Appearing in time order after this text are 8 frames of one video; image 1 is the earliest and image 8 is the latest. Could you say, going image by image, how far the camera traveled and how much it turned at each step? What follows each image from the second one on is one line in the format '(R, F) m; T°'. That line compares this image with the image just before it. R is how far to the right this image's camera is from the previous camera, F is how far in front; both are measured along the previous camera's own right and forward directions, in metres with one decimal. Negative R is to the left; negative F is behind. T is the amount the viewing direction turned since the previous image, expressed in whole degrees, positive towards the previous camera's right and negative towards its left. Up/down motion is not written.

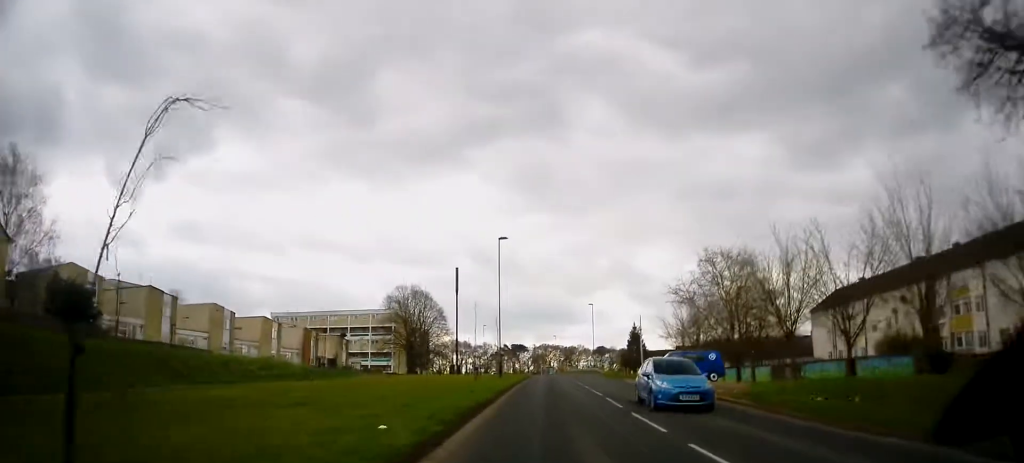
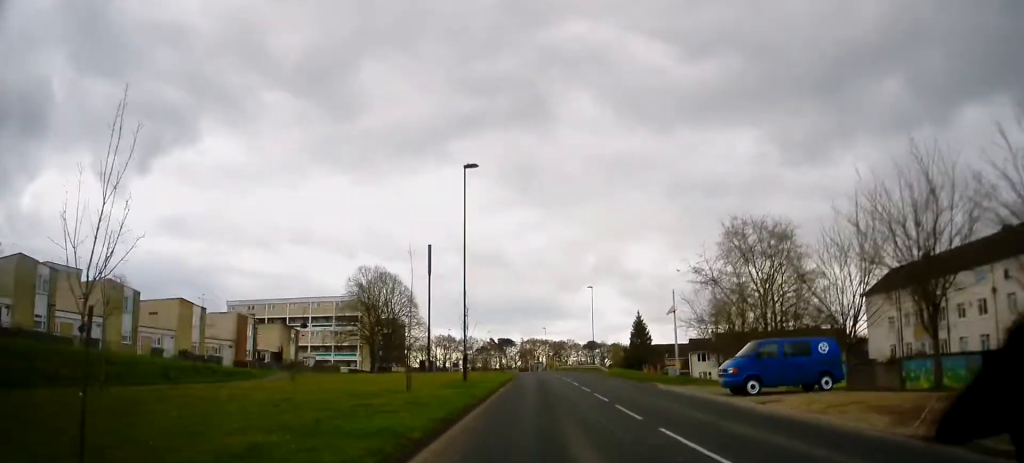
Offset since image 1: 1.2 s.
(+0.1, +16.2) m; +1°
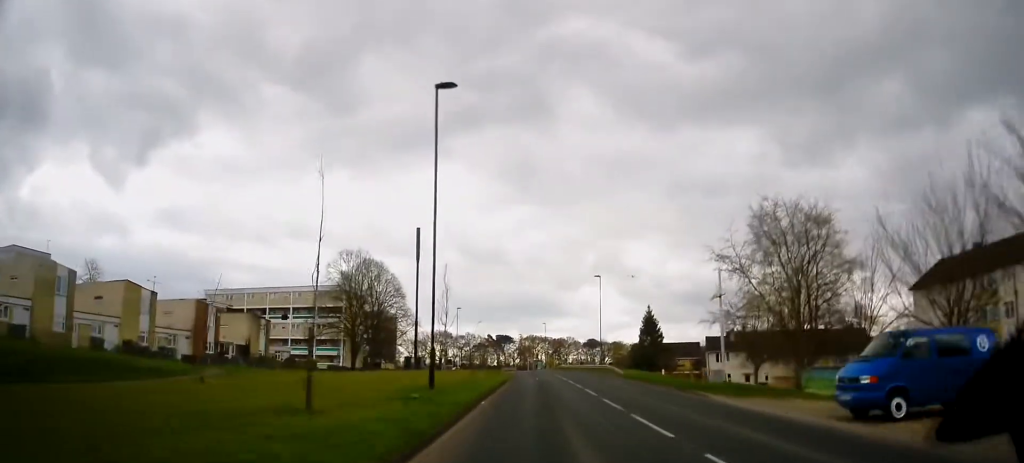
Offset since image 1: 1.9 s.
(+0.1, +8.8) m; +1°
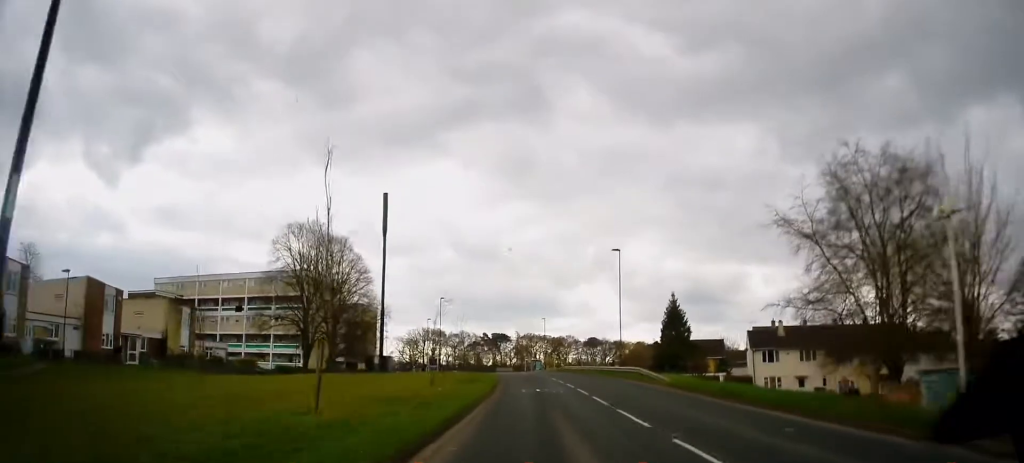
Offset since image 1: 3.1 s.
(+0.1, +16.3) m; +2°
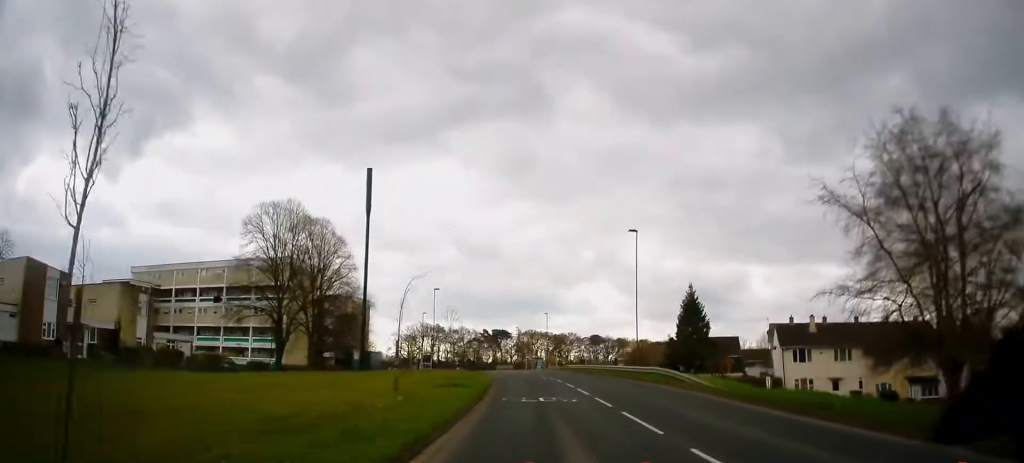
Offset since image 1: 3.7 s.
(+0.1, +7.1) m; 0°
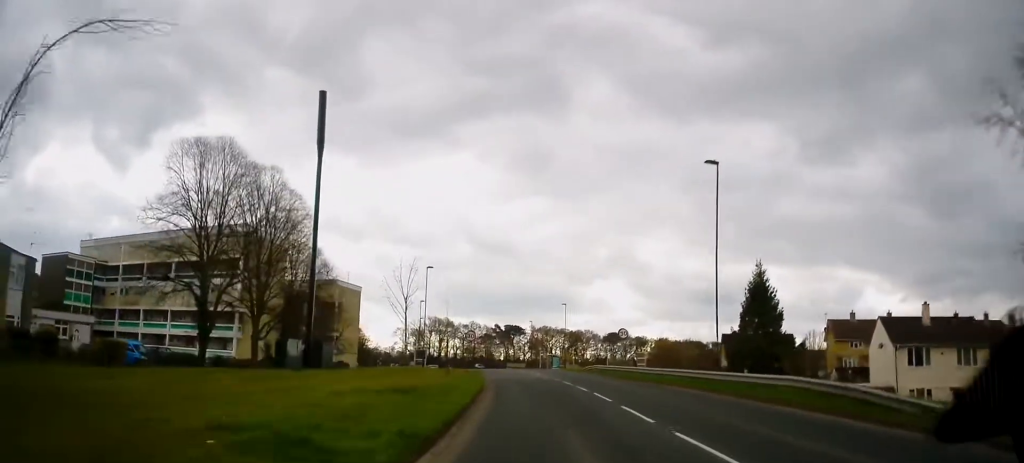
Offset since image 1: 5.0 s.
(-0.2, +15.8) m; -3°
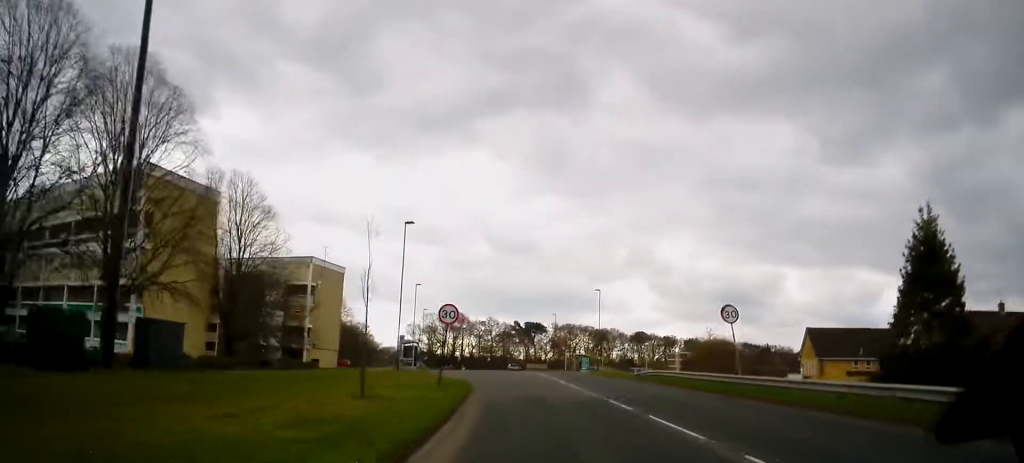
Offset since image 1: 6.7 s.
(-0.4, +20.2) m; -1°
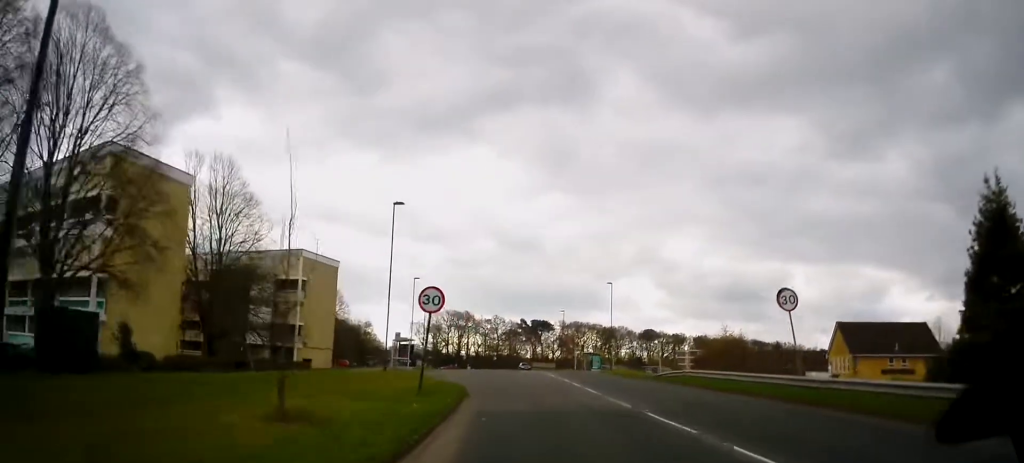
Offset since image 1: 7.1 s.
(+0.1, +5.2) m; 0°
